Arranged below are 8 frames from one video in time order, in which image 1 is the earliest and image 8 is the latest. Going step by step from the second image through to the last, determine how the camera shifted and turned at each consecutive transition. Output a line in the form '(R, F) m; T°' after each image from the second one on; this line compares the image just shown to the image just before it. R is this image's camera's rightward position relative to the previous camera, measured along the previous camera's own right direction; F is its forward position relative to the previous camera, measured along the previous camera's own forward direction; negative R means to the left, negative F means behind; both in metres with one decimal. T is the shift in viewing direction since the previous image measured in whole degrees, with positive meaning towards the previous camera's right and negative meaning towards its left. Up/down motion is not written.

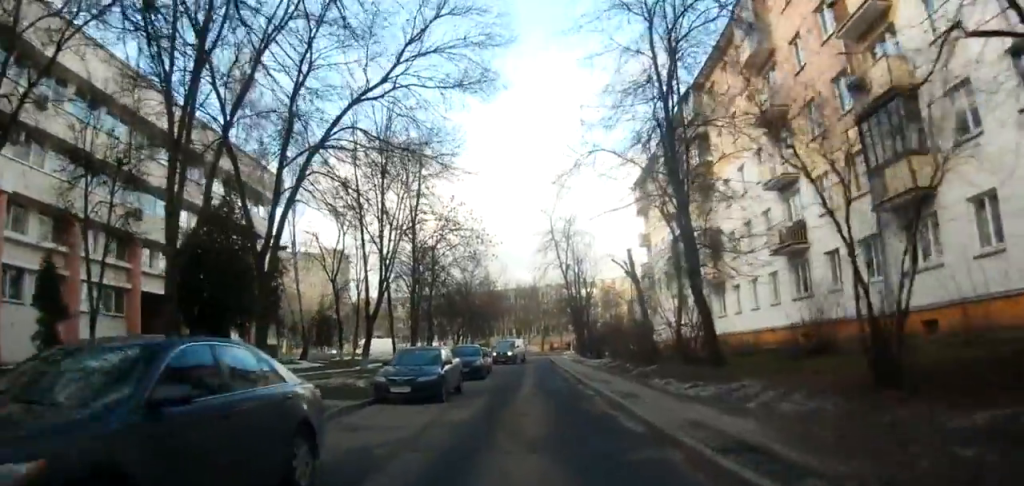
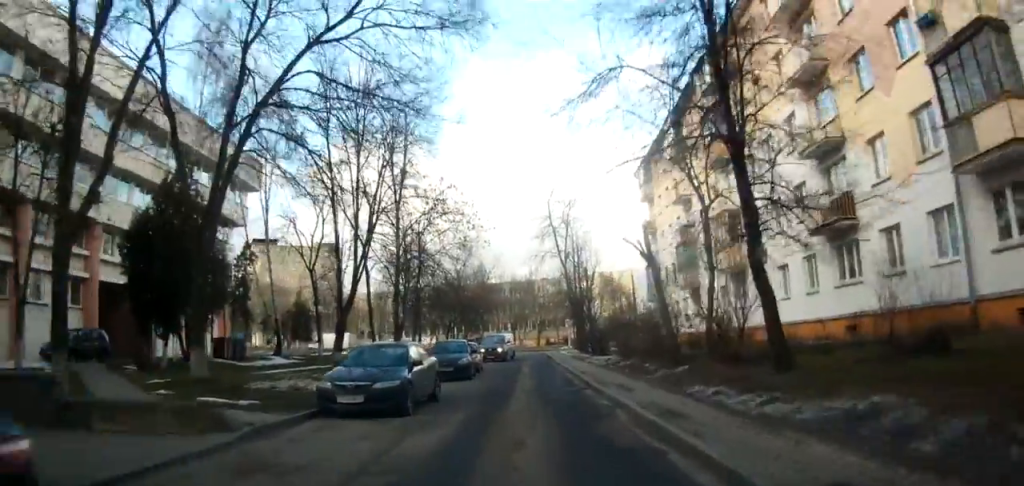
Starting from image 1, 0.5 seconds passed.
(+0.1, +3.3) m; +1°
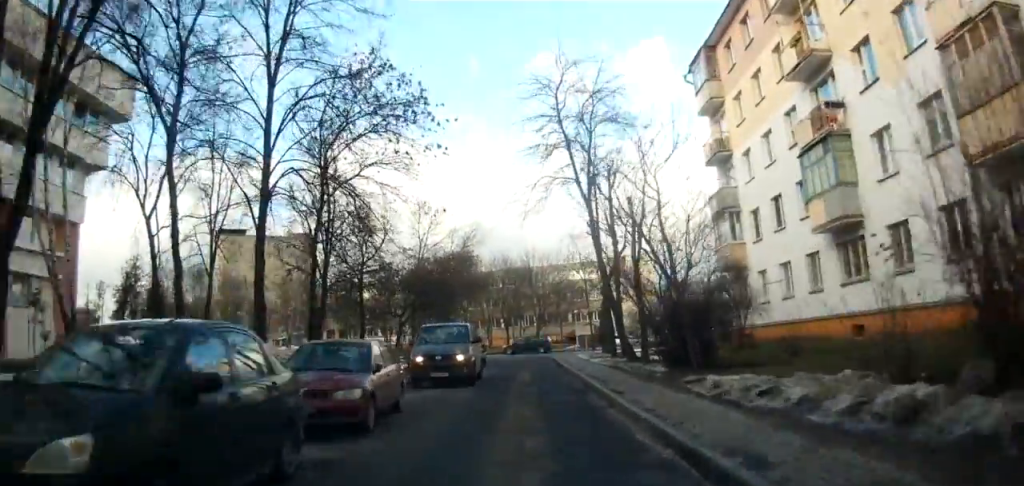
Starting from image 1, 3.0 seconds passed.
(+0.5, +17.6) m; +6°
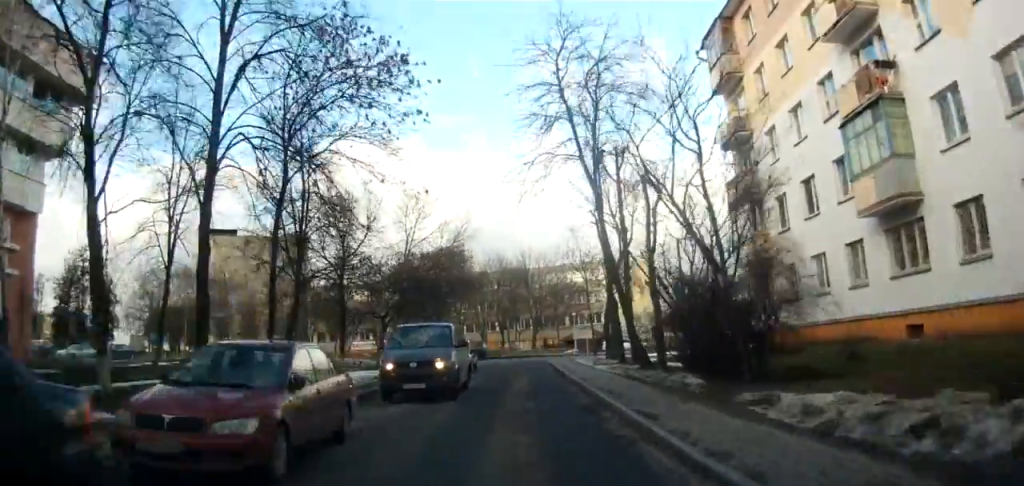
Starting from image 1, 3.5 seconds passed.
(+0.1, +3.2) m; +2°
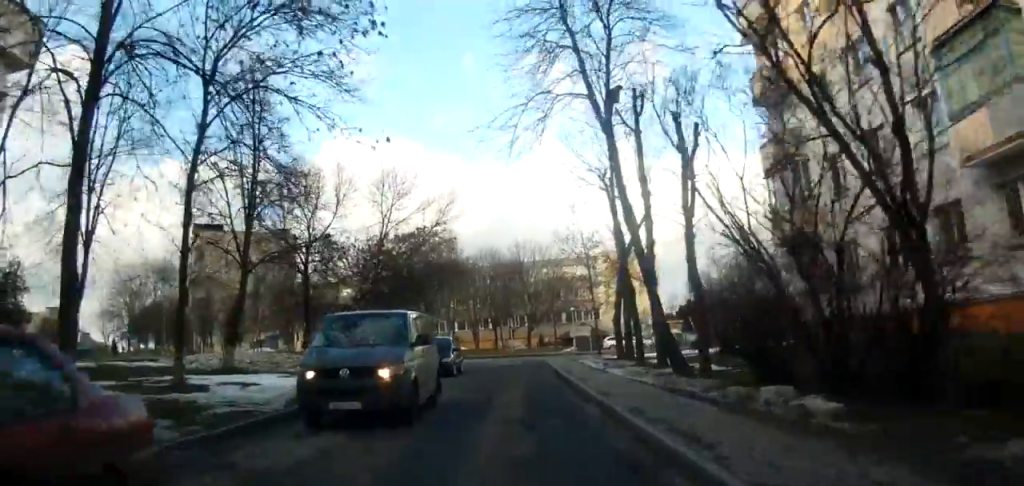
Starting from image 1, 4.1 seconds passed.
(+0.1, +4.7) m; +2°
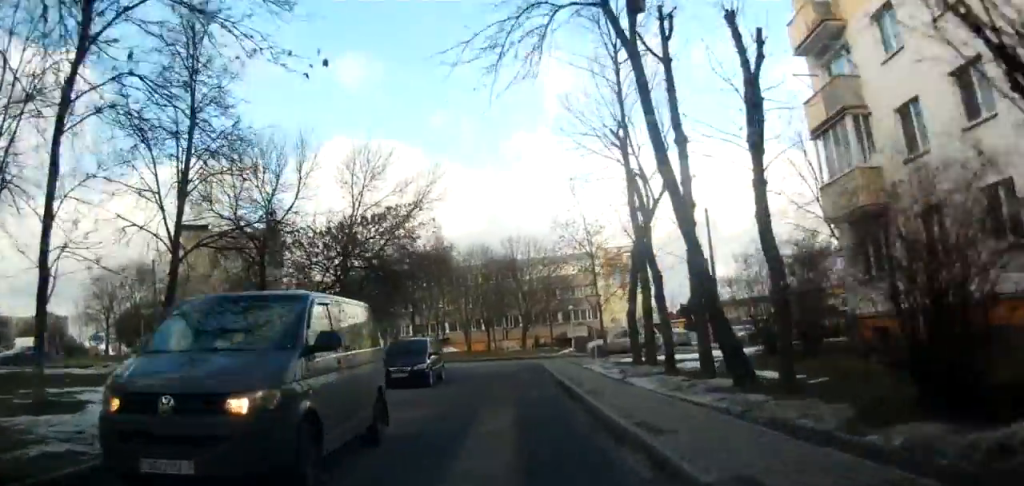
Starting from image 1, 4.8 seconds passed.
(0.0, +4.5) m; -3°
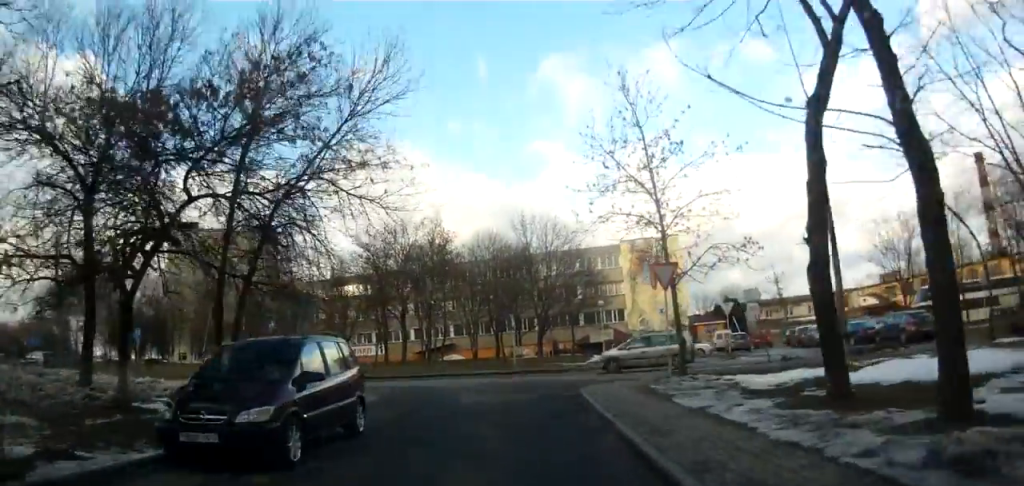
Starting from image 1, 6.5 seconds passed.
(-0.9, +11.7) m; -4°
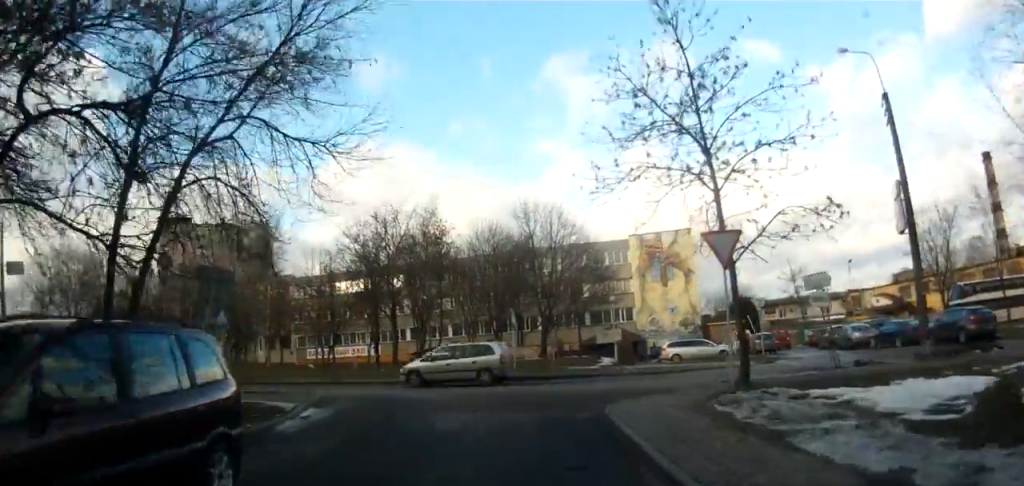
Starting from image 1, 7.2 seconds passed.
(+0.1, +4.5) m; +4°
